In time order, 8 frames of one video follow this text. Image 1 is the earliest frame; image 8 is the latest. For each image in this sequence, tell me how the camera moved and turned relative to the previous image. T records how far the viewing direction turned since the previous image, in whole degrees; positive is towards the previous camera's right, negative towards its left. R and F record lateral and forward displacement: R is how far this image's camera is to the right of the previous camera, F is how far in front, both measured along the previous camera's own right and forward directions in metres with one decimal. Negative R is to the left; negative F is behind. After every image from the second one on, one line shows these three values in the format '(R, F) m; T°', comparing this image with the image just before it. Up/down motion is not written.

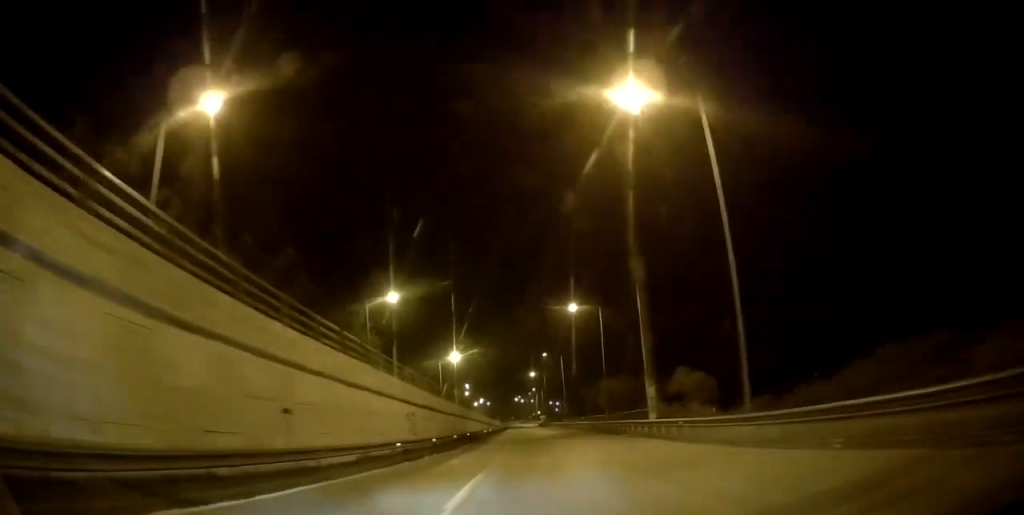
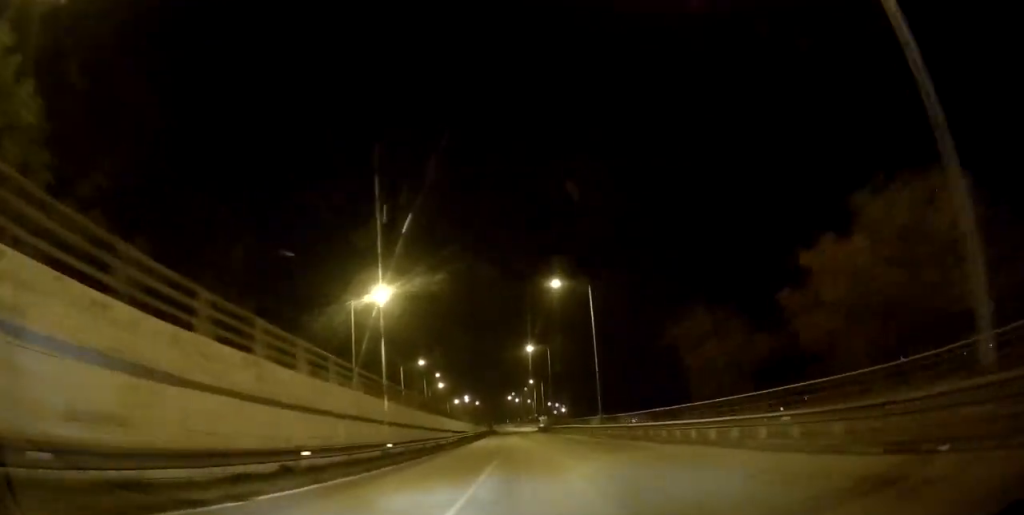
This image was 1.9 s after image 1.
(+0.7, +50.5) m; +1°
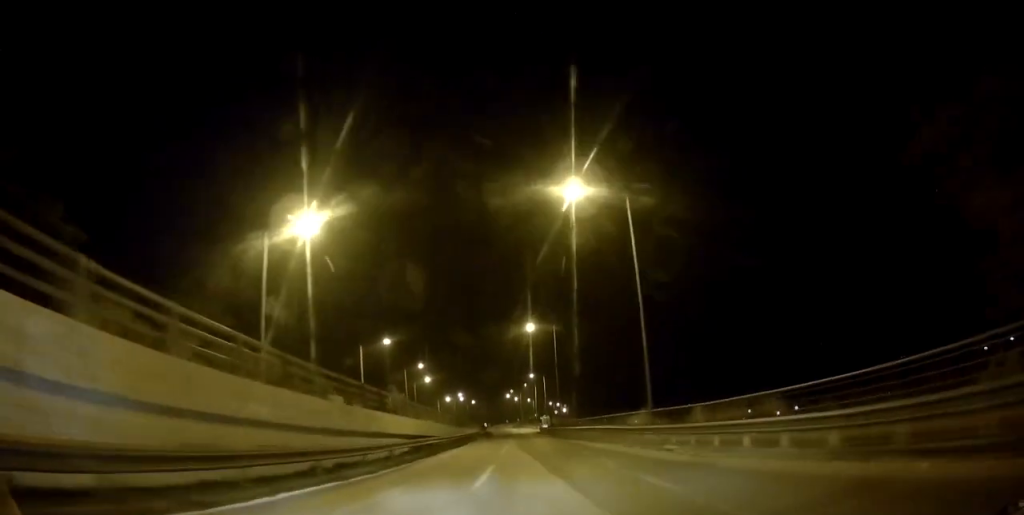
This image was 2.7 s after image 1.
(-0.1, +18.5) m; -1°
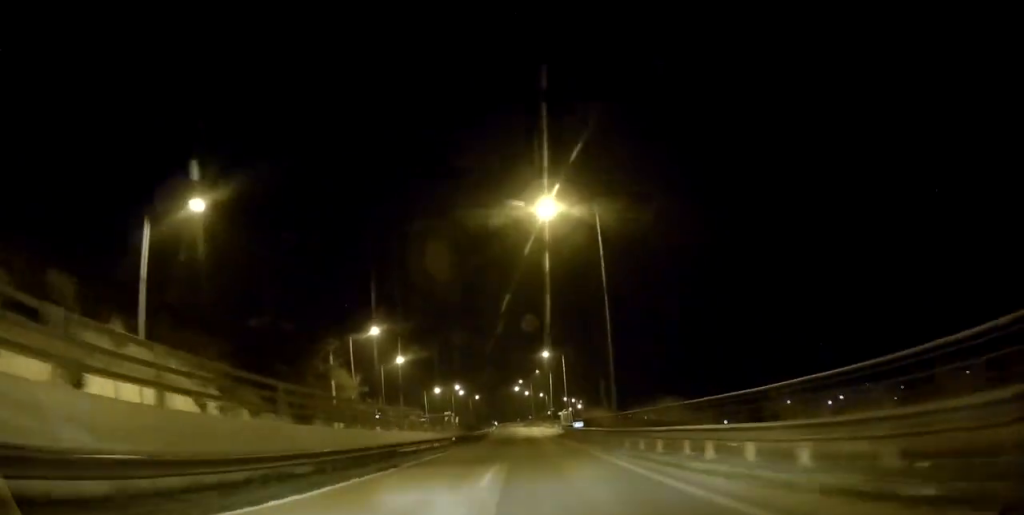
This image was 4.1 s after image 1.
(-0.5, +35.5) m; -1°
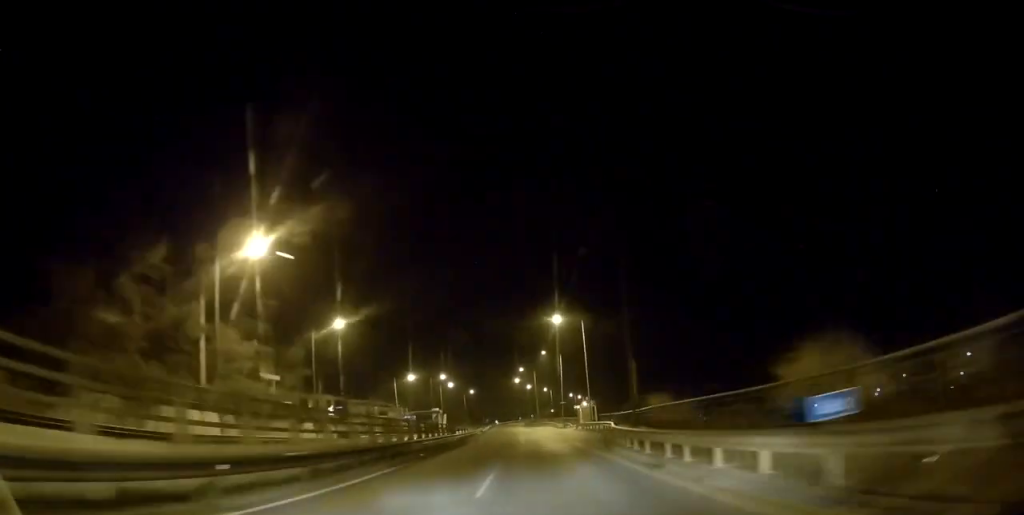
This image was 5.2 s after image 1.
(-0.1, +29.7) m; -1°
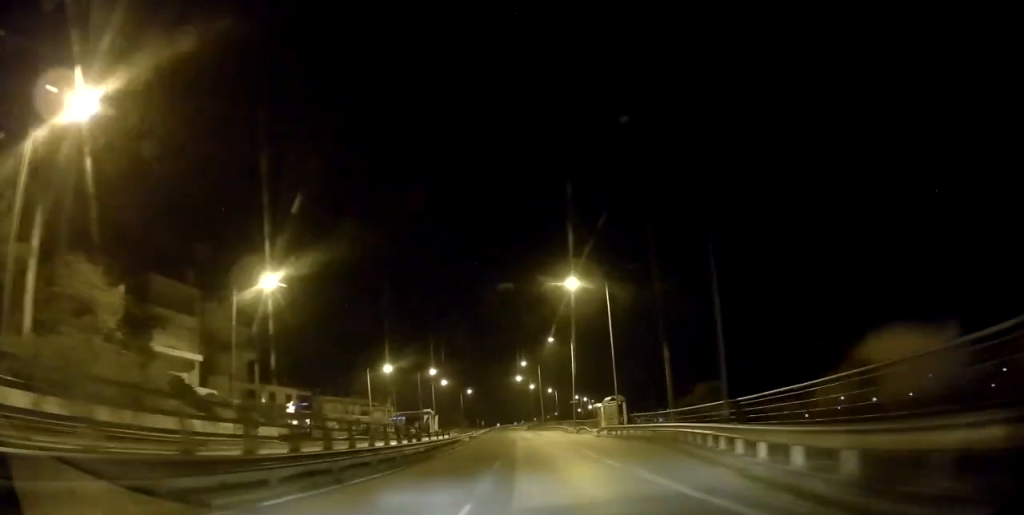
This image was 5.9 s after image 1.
(-0.4, +17.4) m; 0°
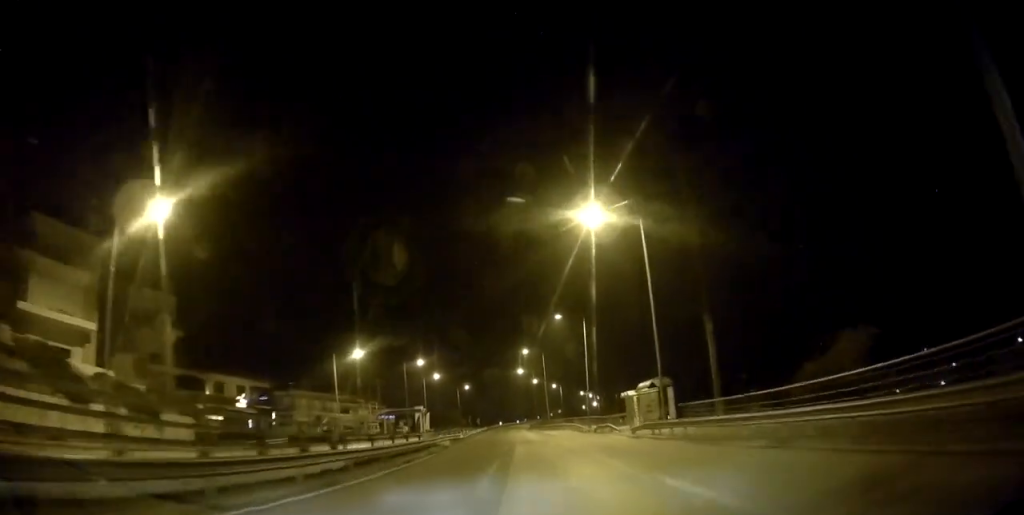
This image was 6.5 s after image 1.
(+0.2, +14.7) m; 0°
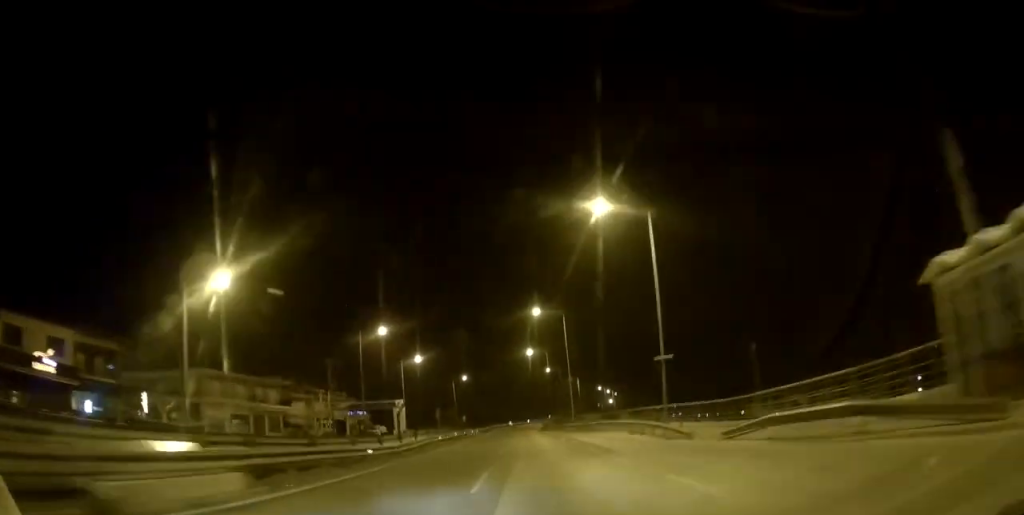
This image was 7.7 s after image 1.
(+0.2, +30.3) m; -1°
